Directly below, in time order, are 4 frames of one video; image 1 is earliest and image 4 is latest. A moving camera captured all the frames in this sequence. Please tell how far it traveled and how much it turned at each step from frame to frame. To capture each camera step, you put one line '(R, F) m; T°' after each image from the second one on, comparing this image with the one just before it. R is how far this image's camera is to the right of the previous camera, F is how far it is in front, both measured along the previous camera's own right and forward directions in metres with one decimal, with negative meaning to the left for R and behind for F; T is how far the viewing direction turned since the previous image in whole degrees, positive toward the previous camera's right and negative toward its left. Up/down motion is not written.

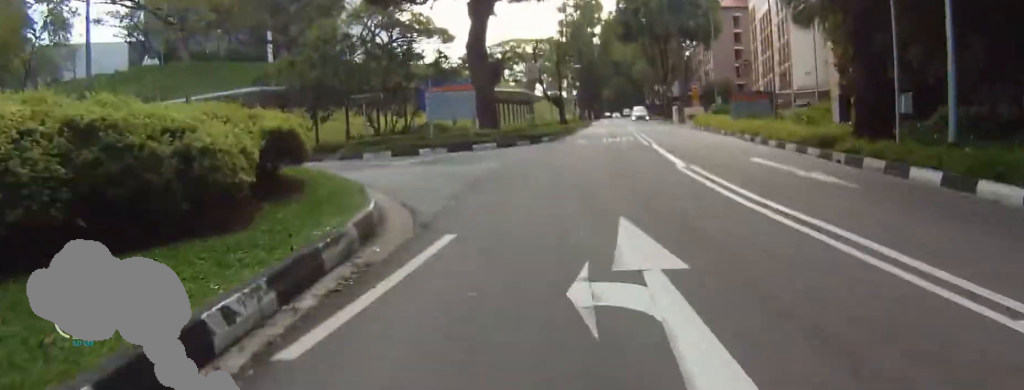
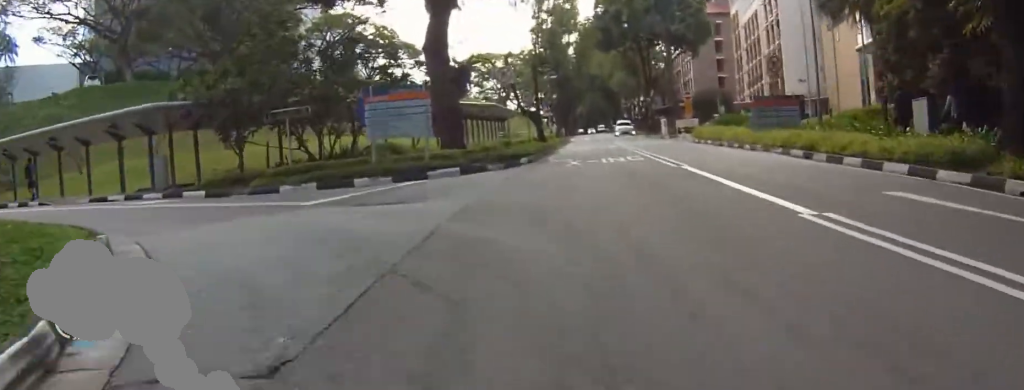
(-0.4, +7.3) m; -2°
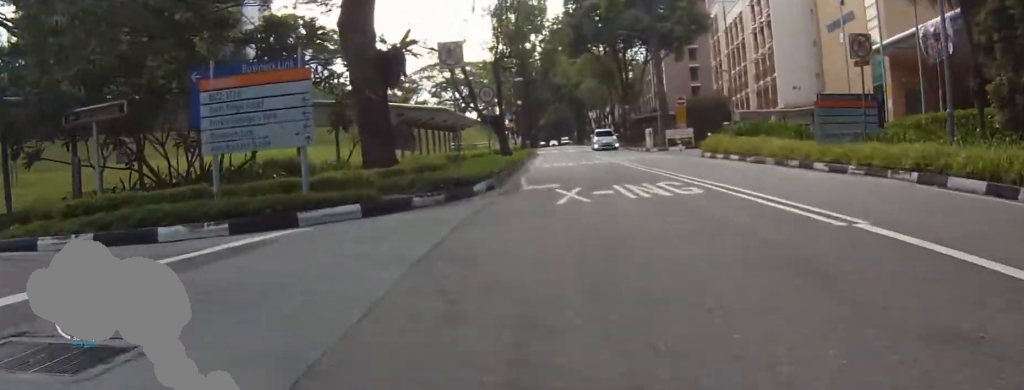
(-0.1, +10.1) m; -3°
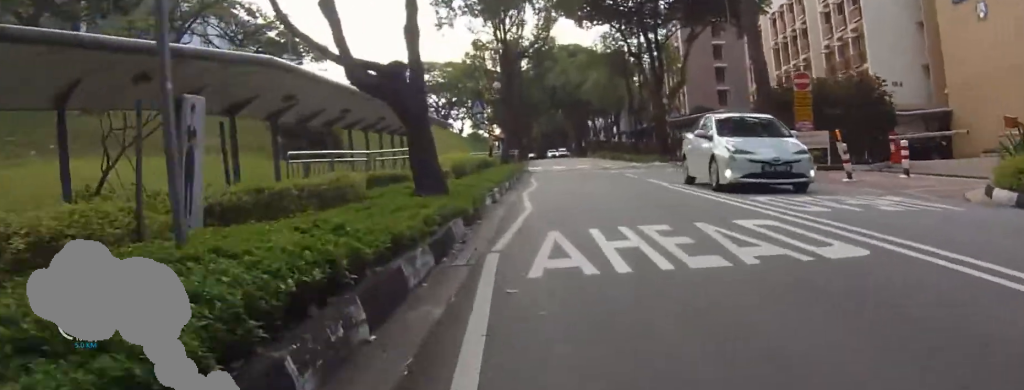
(-2.1, +24.6) m; -8°
